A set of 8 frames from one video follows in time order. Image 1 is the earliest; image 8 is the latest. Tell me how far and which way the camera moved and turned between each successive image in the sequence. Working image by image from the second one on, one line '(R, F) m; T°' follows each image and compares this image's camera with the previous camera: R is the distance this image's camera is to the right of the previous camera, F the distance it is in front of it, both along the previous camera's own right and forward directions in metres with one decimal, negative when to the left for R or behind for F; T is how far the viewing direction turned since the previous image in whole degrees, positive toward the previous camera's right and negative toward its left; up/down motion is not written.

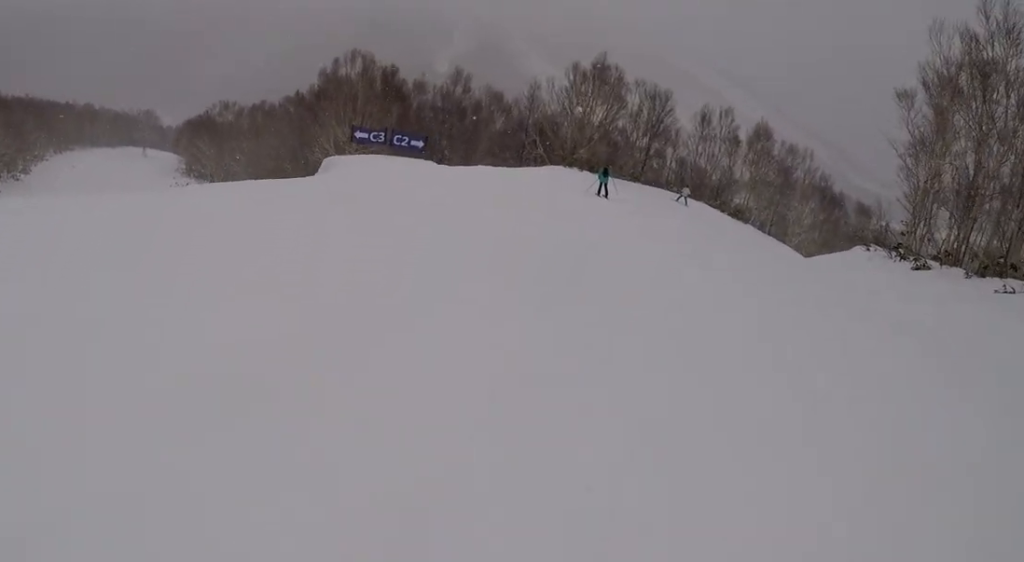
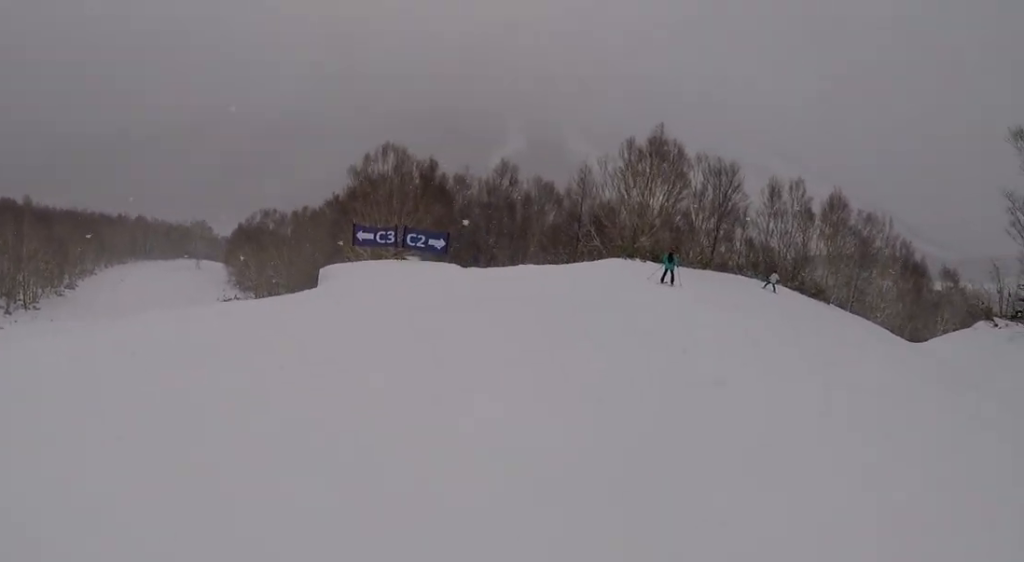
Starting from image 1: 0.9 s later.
(-0.3, +6.3) m; -4°
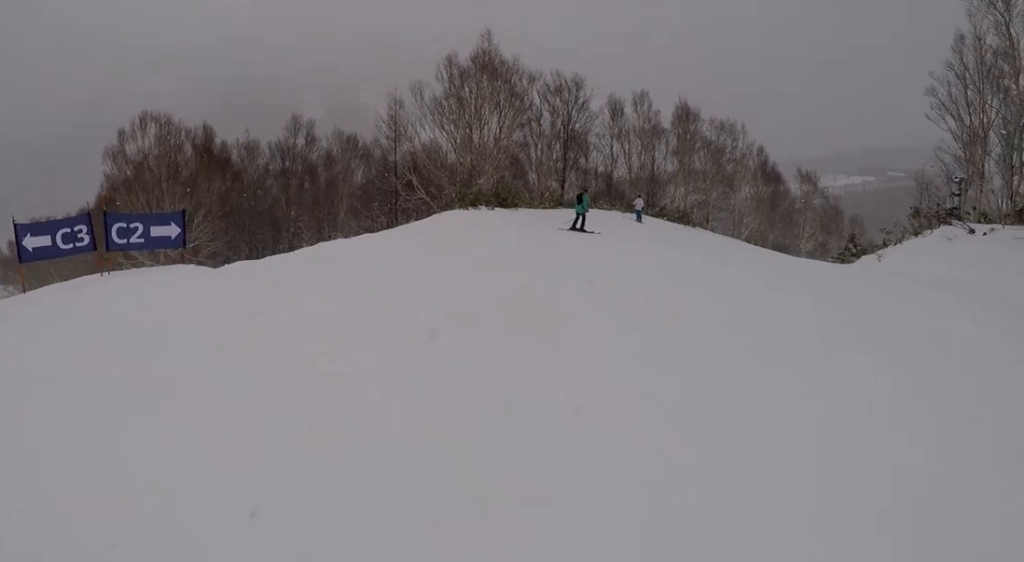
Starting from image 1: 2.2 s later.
(+0.7, +8.3) m; +13°
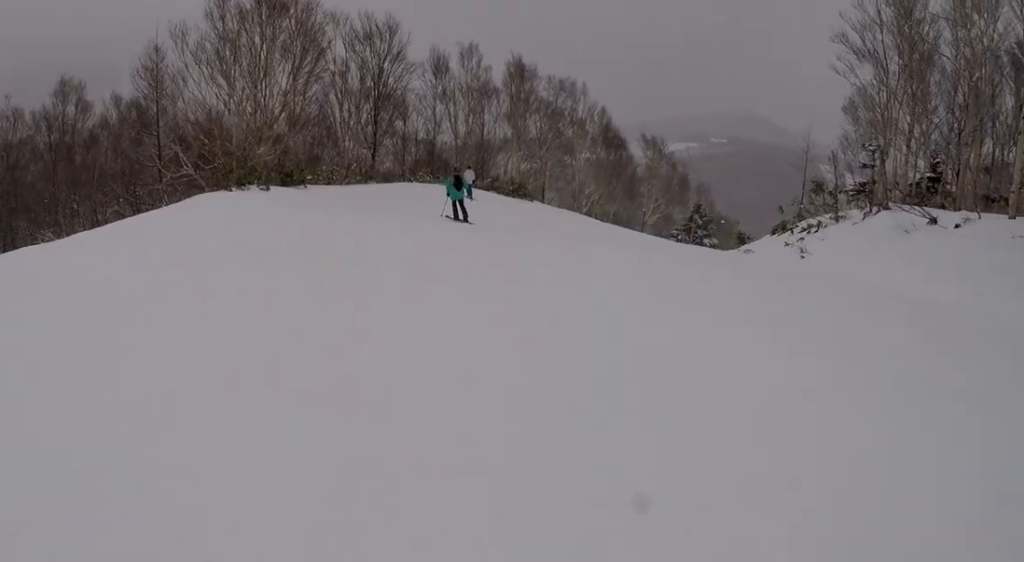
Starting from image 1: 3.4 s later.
(+0.3, +7.4) m; +4°
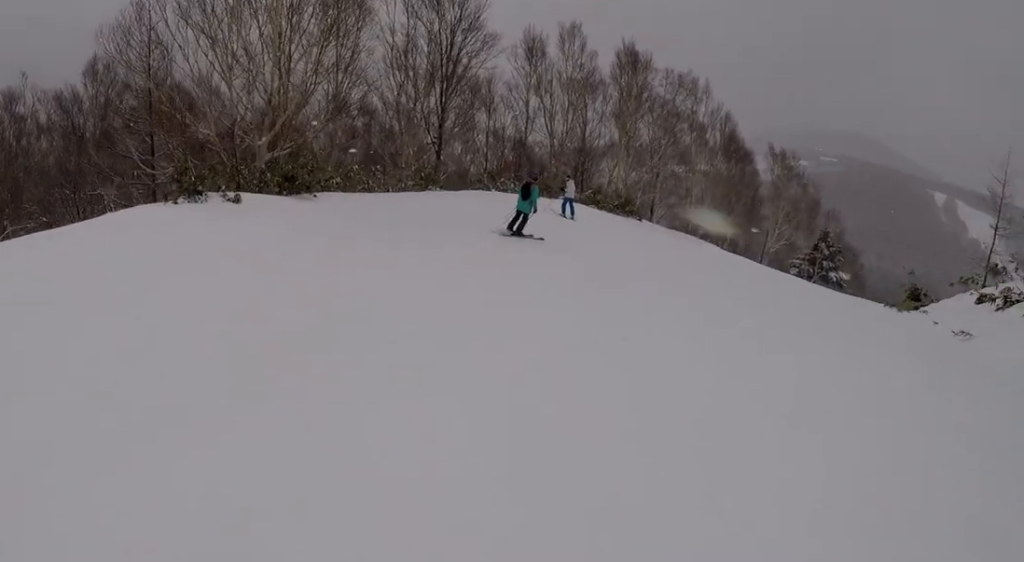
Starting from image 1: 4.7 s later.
(+0.7, +7.5) m; 0°
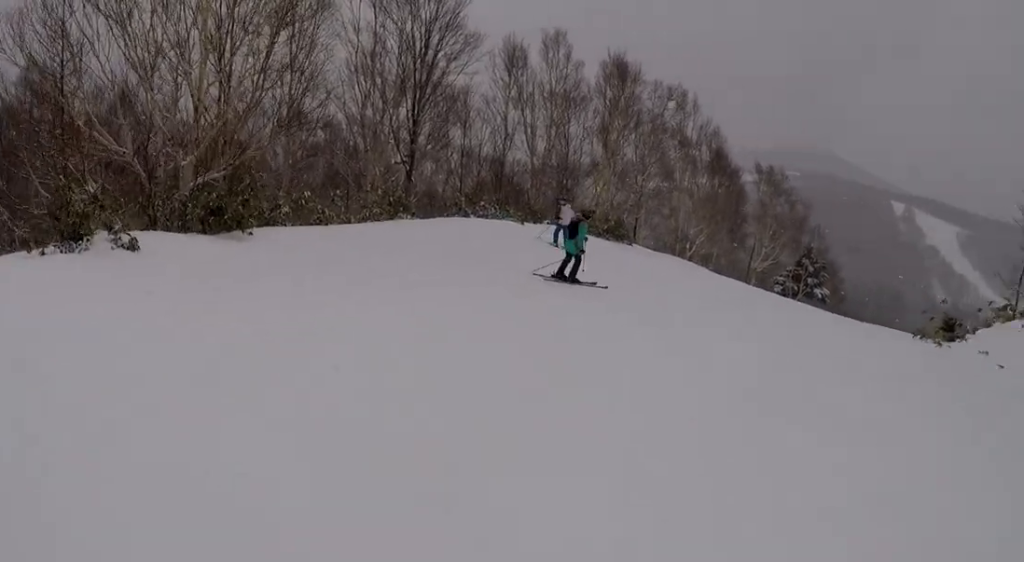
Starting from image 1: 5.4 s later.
(-0.8, +3.4) m; +8°
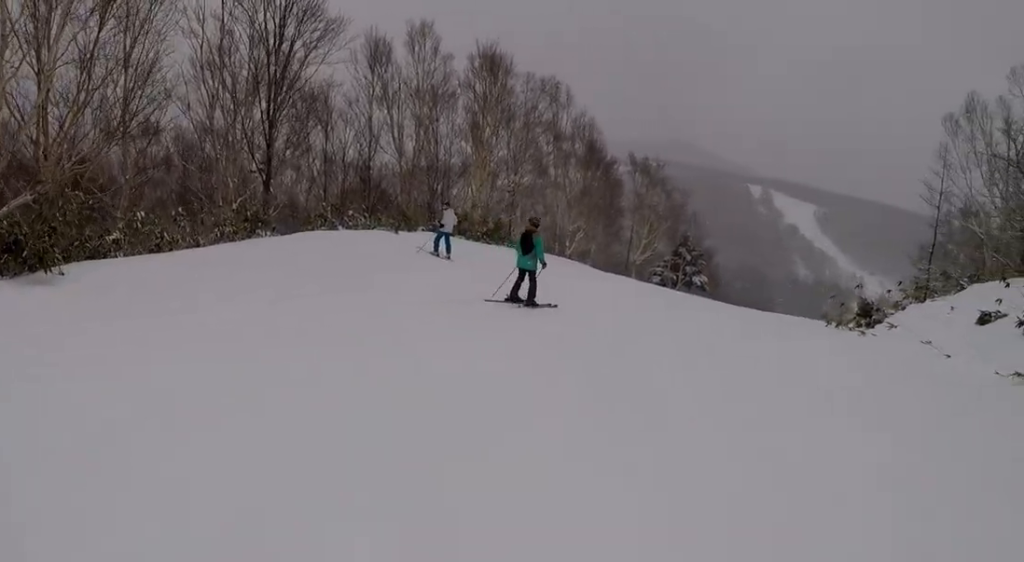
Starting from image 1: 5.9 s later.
(+0.1, +2.2) m; +10°
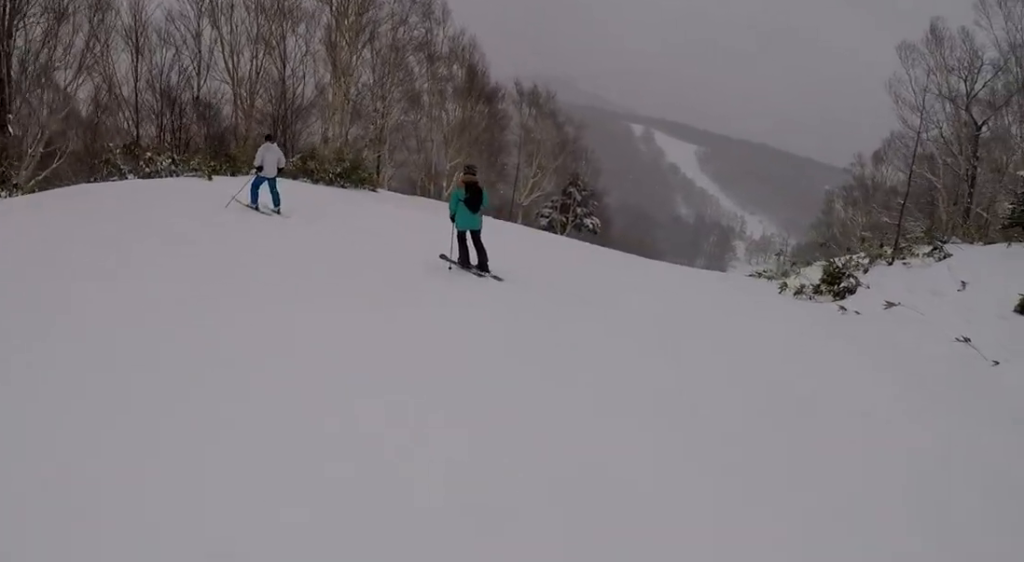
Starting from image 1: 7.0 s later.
(+1.9, +5.1) m; +19°
